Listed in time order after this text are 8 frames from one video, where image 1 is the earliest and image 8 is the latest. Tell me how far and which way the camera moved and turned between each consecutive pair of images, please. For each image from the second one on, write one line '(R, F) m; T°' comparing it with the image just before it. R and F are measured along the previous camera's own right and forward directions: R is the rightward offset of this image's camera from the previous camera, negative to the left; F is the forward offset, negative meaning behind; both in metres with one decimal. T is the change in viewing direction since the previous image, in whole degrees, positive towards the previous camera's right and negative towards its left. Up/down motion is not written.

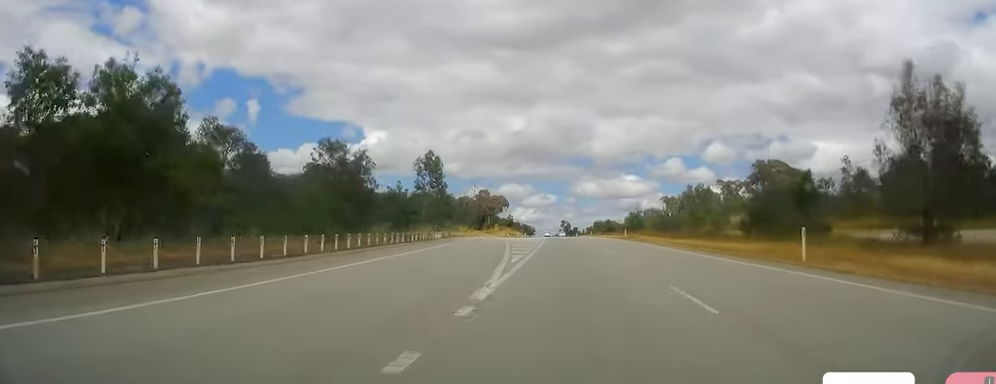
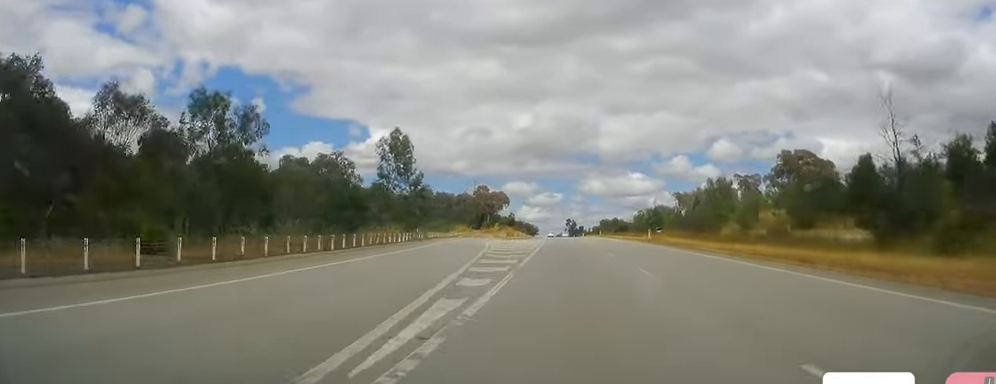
(-0.2, +19.4) m; -1°
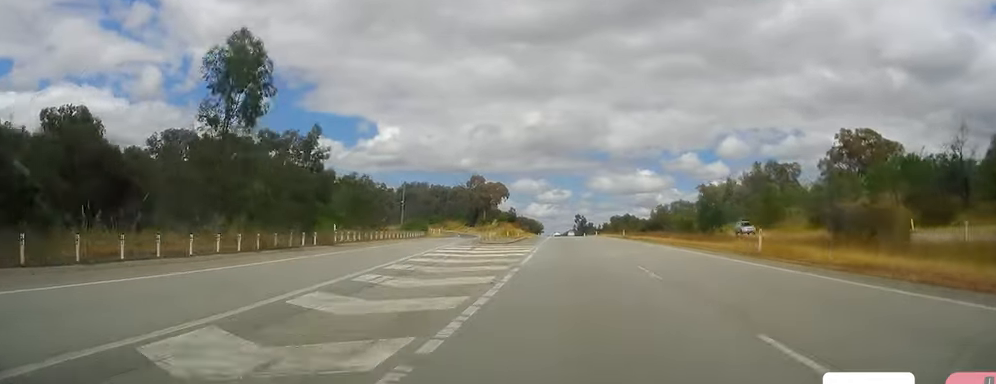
(-0.7, +34.8) m; -1°
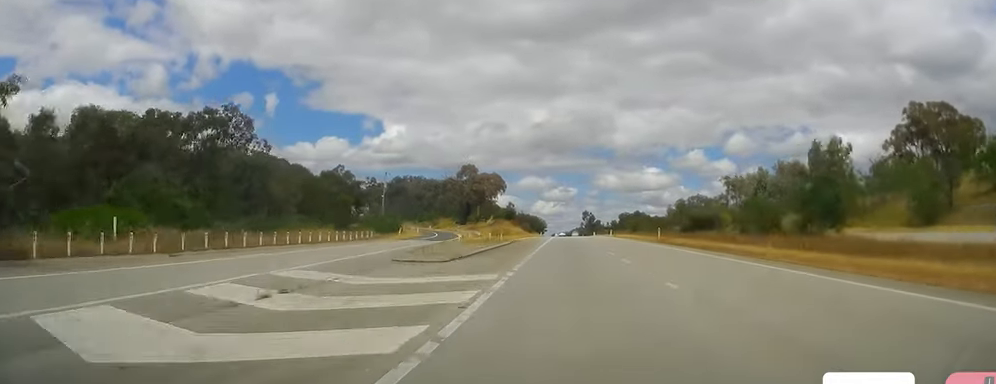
(0.0, +29.0) m; 0°
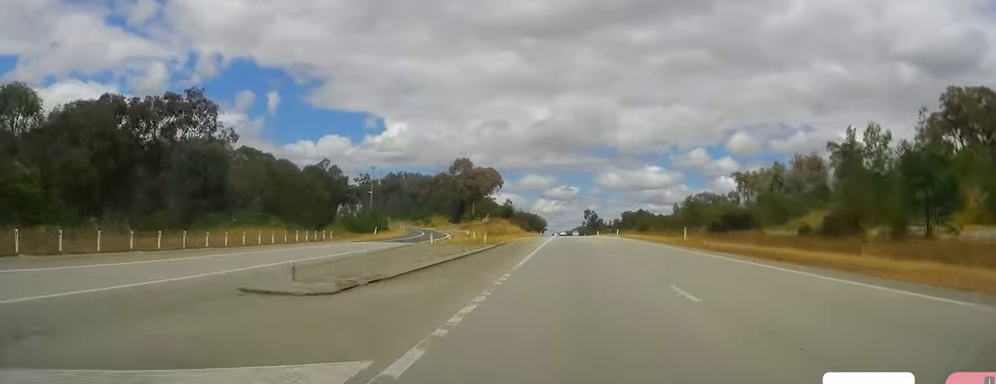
(0.0, +12.6) m; 0°
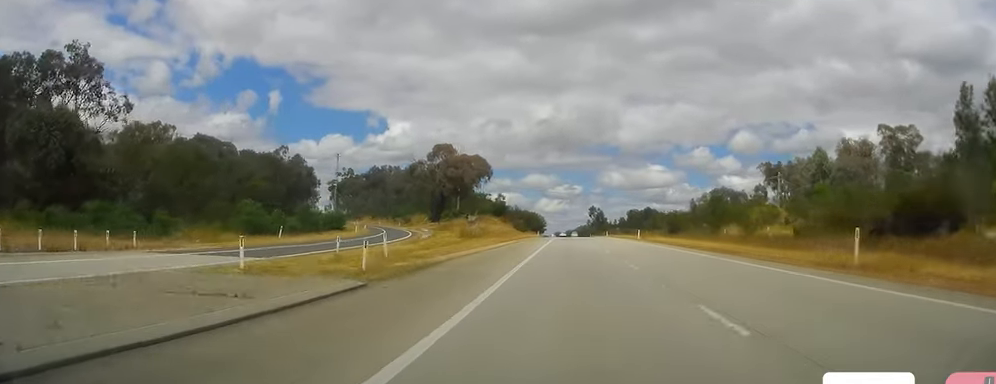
(0.0, +28.2) m; -1°
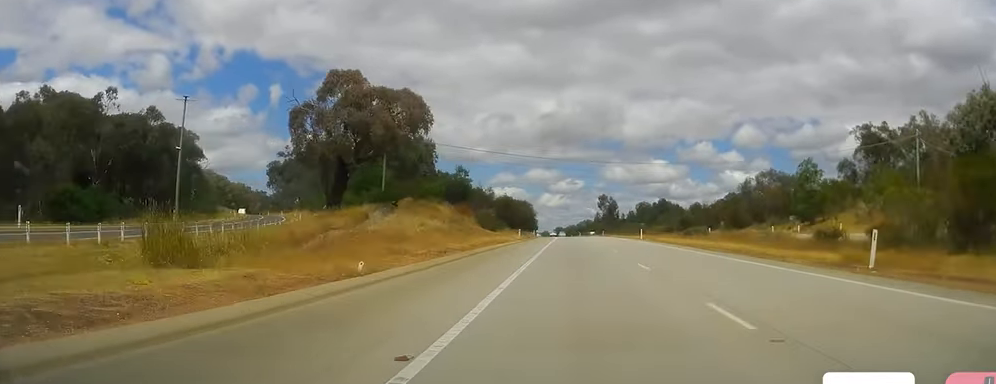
(-0.8, +60.5) m; 0°
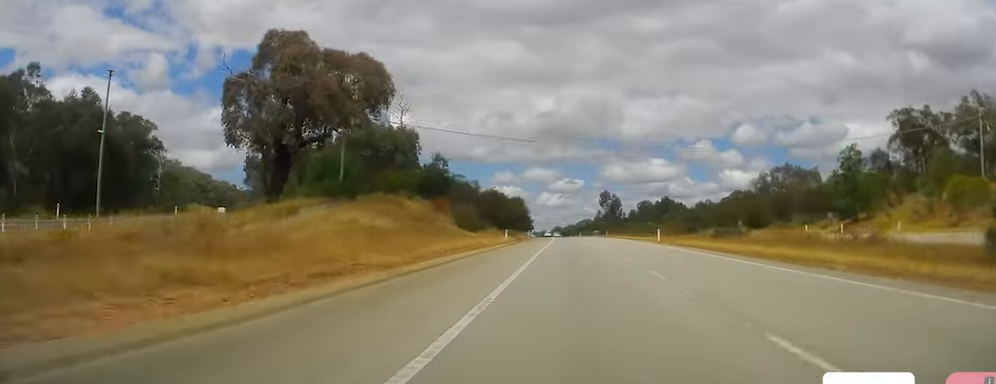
(+0.2, +15.6) m; 0°
